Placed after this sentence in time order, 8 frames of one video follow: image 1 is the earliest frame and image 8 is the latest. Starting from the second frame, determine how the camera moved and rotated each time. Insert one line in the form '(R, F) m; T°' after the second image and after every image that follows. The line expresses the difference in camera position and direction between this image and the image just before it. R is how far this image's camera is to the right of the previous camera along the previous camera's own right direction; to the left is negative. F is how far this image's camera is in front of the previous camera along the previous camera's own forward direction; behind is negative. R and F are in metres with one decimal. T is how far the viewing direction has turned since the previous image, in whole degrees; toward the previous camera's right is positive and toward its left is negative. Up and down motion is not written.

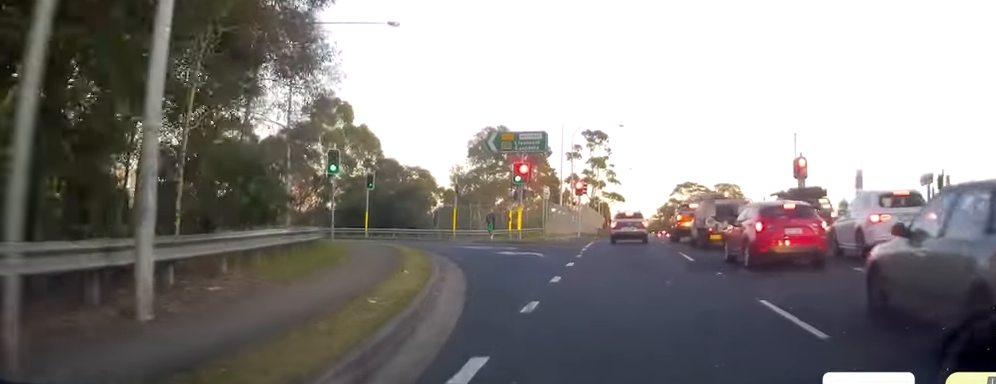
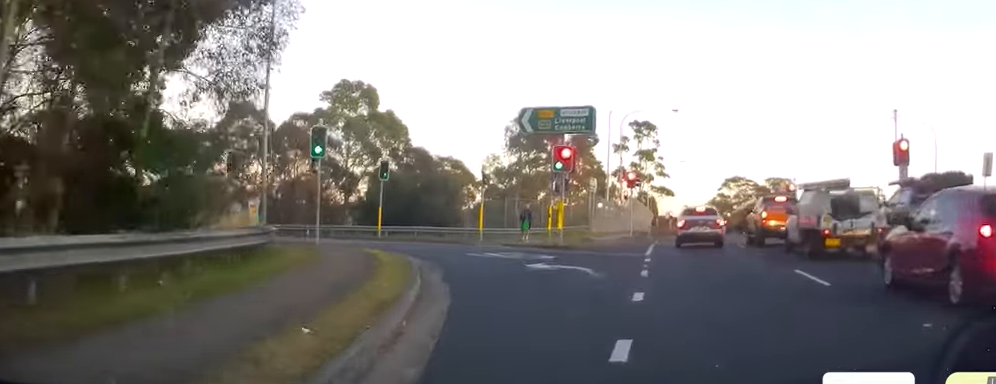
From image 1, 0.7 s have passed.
(+0.2, +6.2) m; 0°
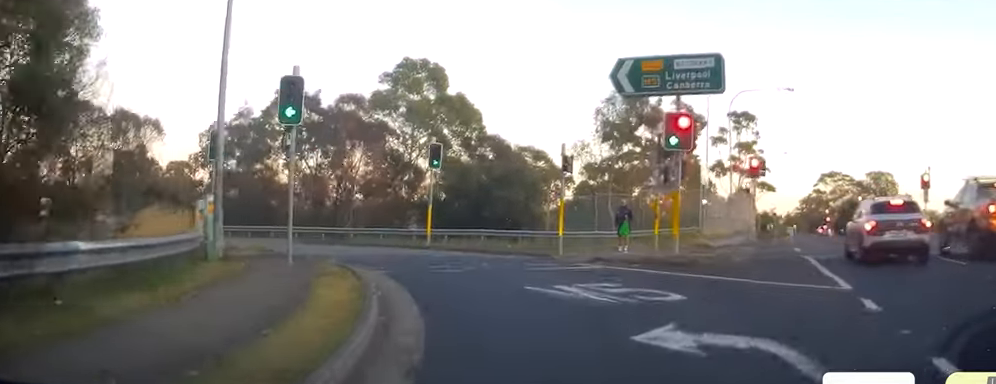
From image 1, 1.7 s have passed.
(-0.2, +8.7) m; -6°
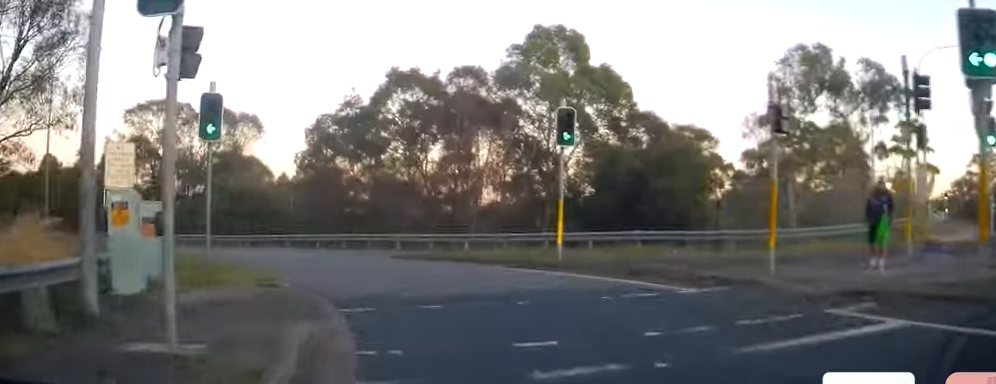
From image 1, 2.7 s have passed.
(-0.8, +9.5) m; -11°
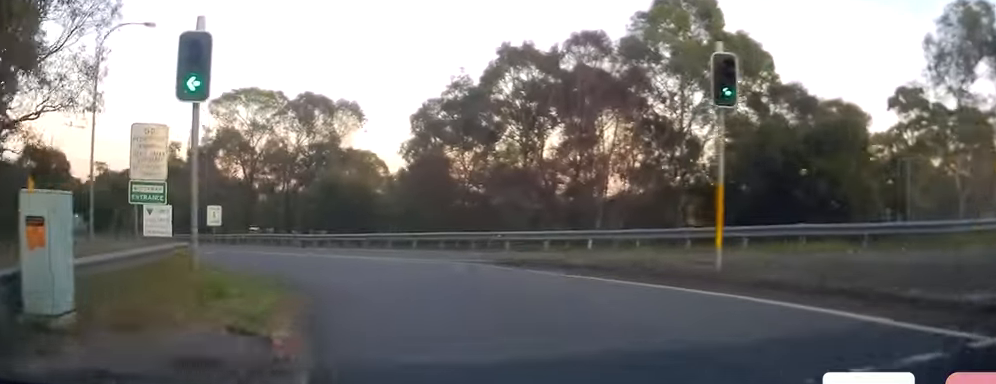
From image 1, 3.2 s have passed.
(0.0, +6.0) m; -7°
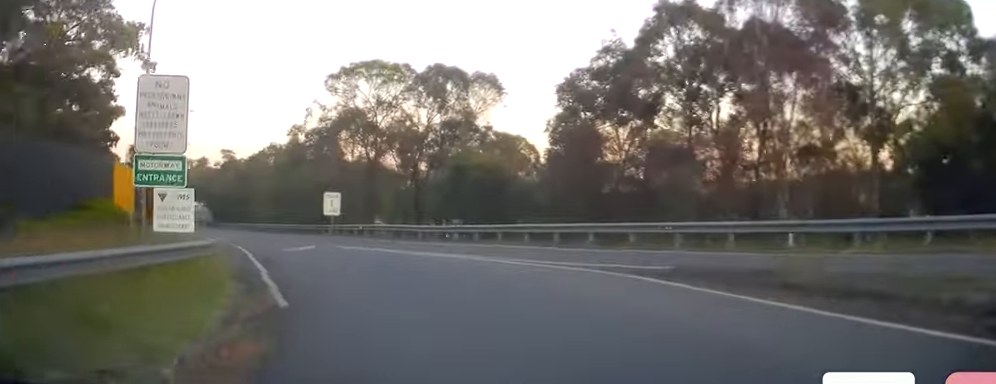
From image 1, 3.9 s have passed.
(-0.9, +7.5) m; -13°
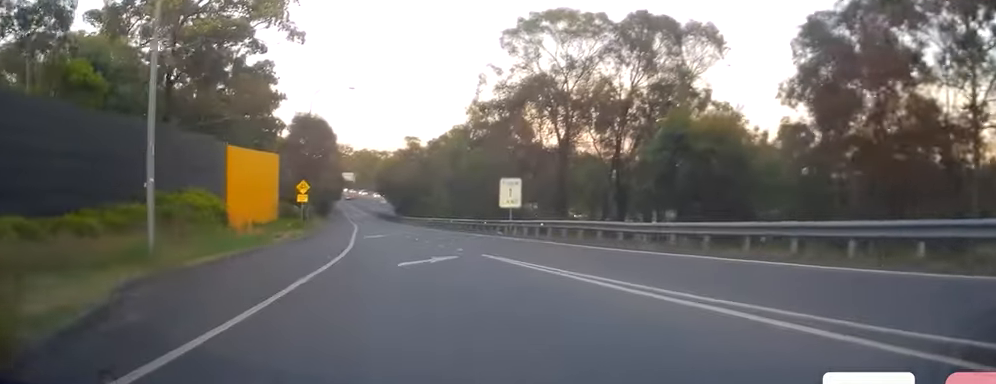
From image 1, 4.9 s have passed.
(-2.0, +11.4) m; -18°
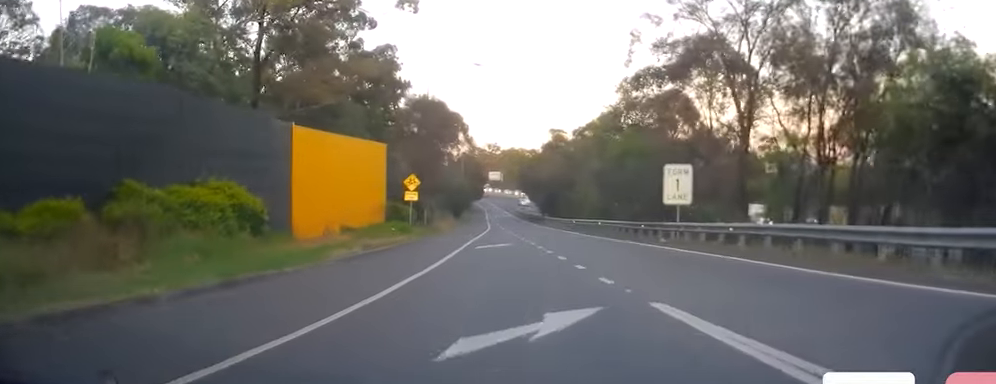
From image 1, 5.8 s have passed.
(-1.4, +11.3) m; -12°
